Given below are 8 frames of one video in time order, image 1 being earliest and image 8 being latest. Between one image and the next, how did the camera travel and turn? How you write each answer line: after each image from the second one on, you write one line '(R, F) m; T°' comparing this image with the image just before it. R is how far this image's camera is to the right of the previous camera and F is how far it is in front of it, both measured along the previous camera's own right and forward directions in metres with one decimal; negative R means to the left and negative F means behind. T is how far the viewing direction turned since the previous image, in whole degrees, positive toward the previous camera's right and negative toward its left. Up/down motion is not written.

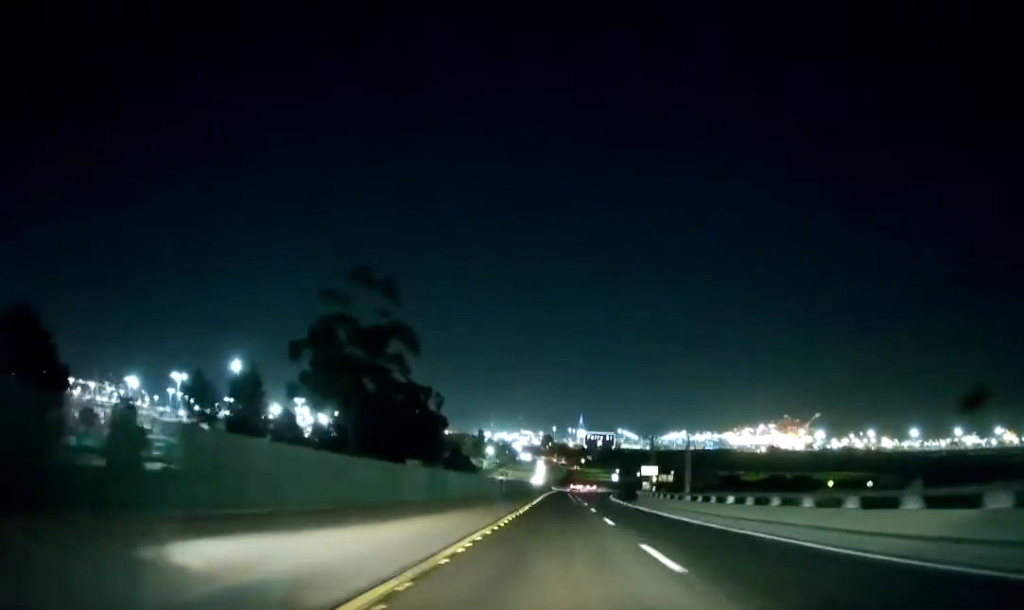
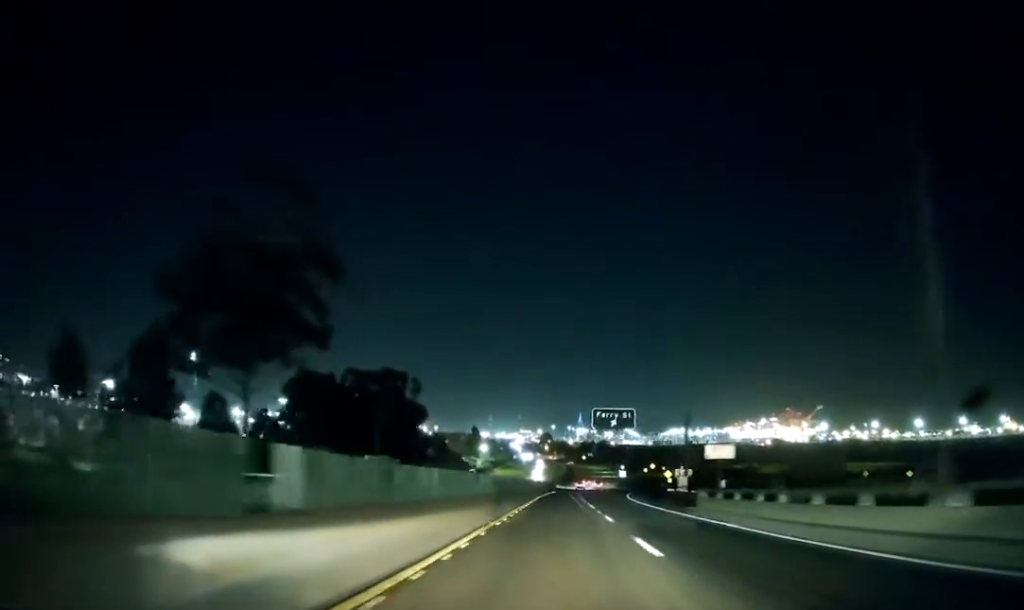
(0.0, +26.1) m; 0°
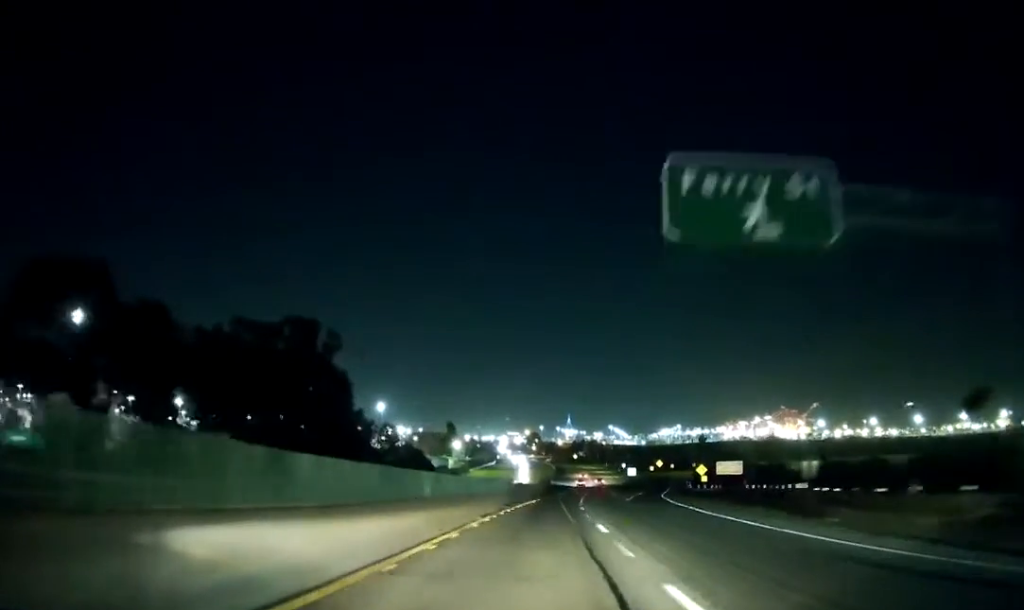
(-0.4, +50.3) m; 0°
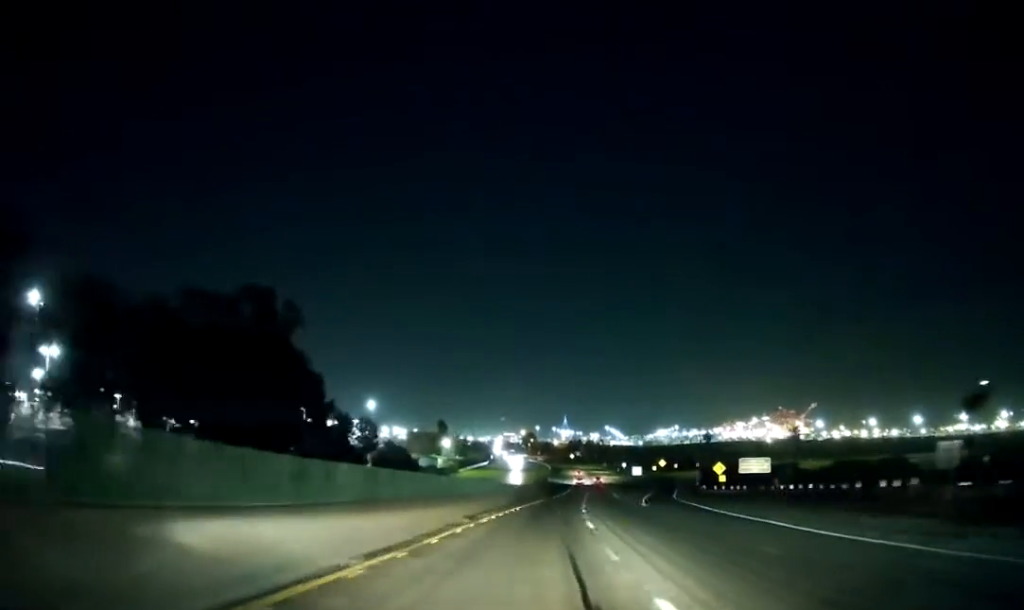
(+0.2, +15.0) m; 0°
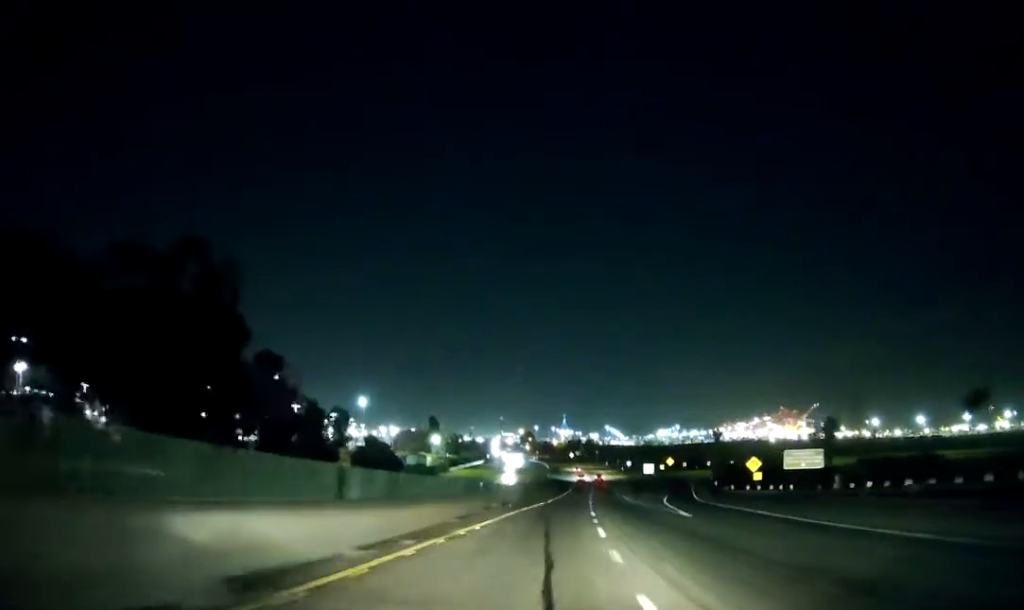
(+0.3, +18.4) m; 0°
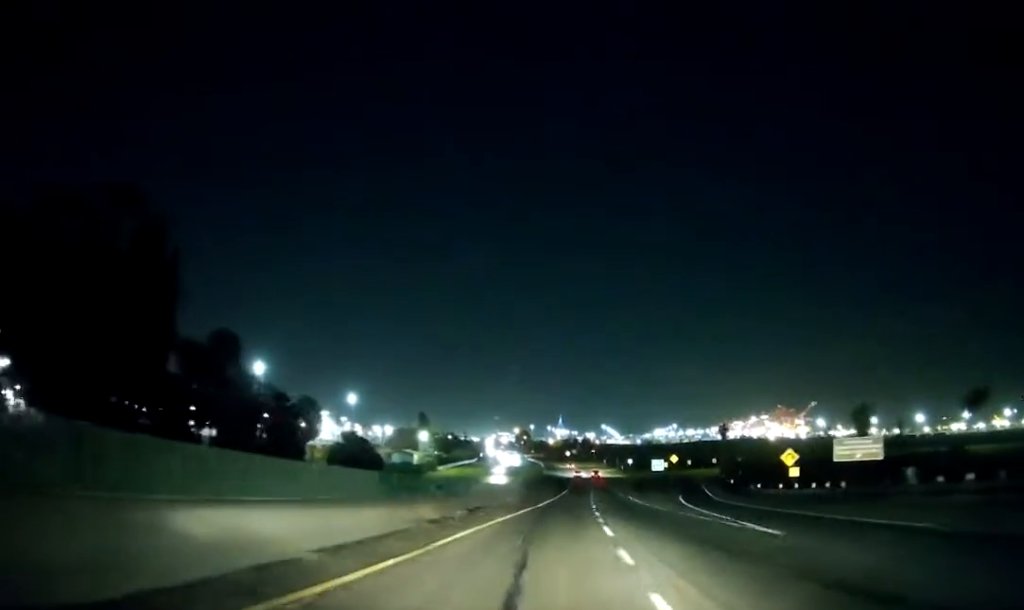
(-0.1, +13.6) m; 0°
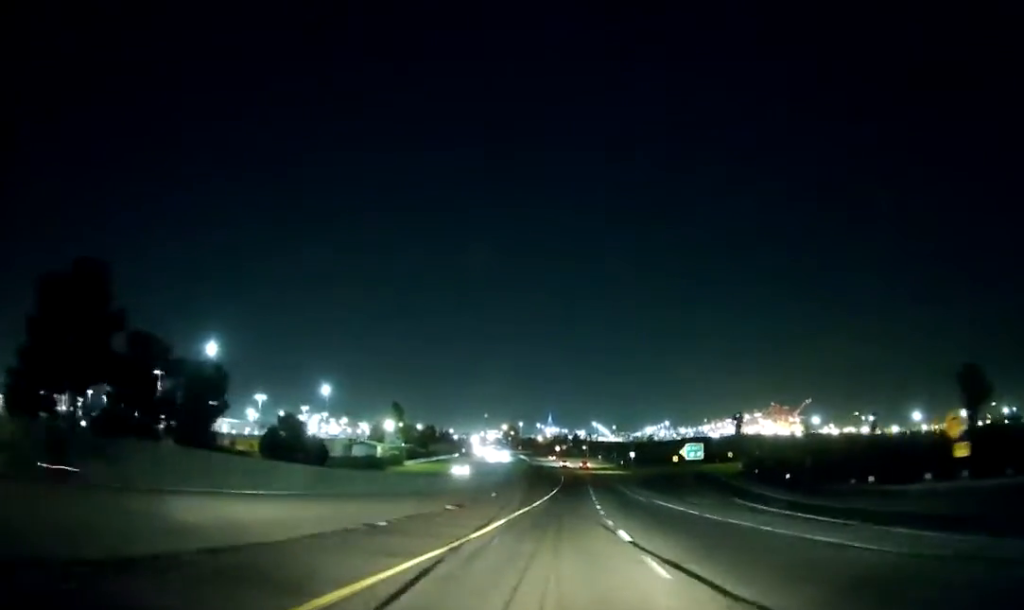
(+0.1, +31.6) m; +1°
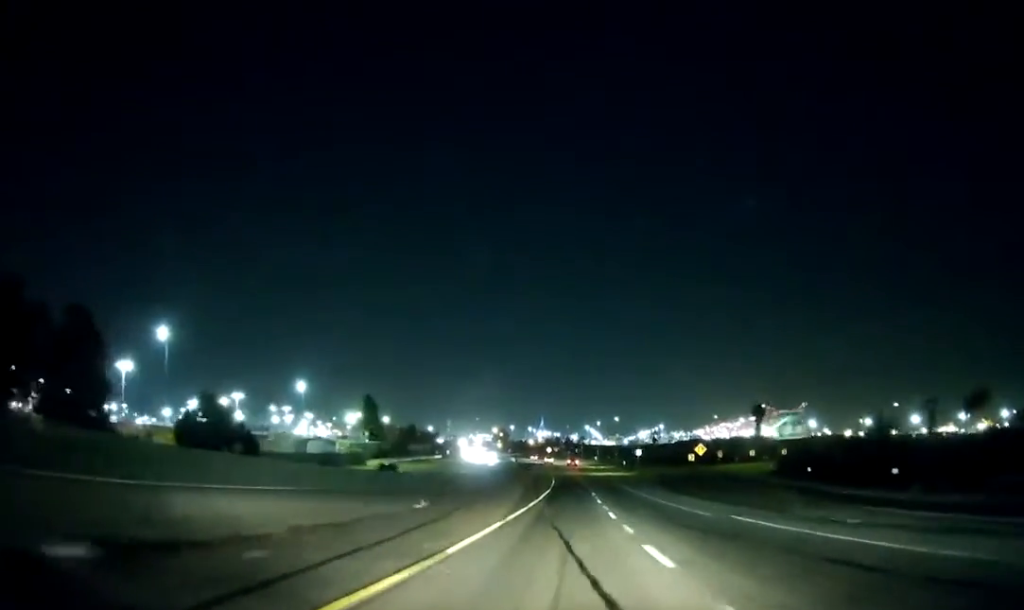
(+0.3, +26.5) m; 0°
